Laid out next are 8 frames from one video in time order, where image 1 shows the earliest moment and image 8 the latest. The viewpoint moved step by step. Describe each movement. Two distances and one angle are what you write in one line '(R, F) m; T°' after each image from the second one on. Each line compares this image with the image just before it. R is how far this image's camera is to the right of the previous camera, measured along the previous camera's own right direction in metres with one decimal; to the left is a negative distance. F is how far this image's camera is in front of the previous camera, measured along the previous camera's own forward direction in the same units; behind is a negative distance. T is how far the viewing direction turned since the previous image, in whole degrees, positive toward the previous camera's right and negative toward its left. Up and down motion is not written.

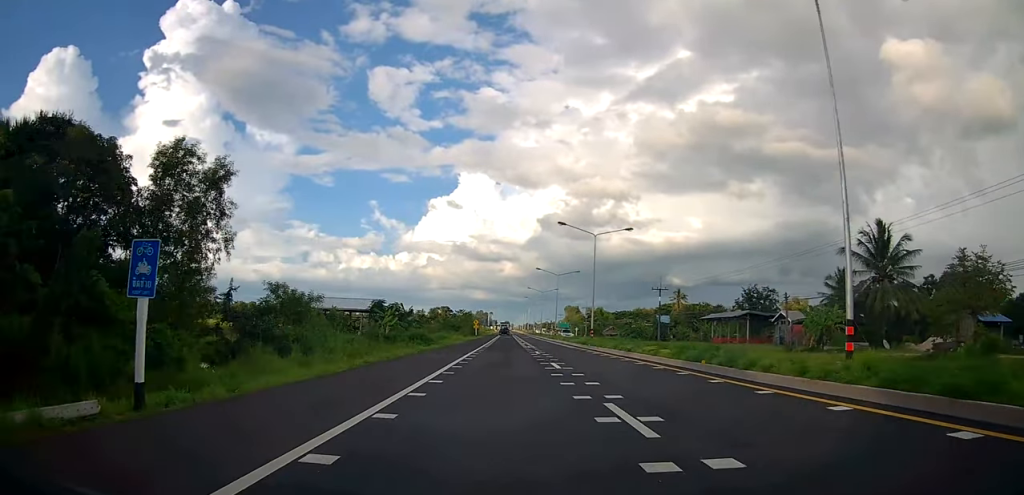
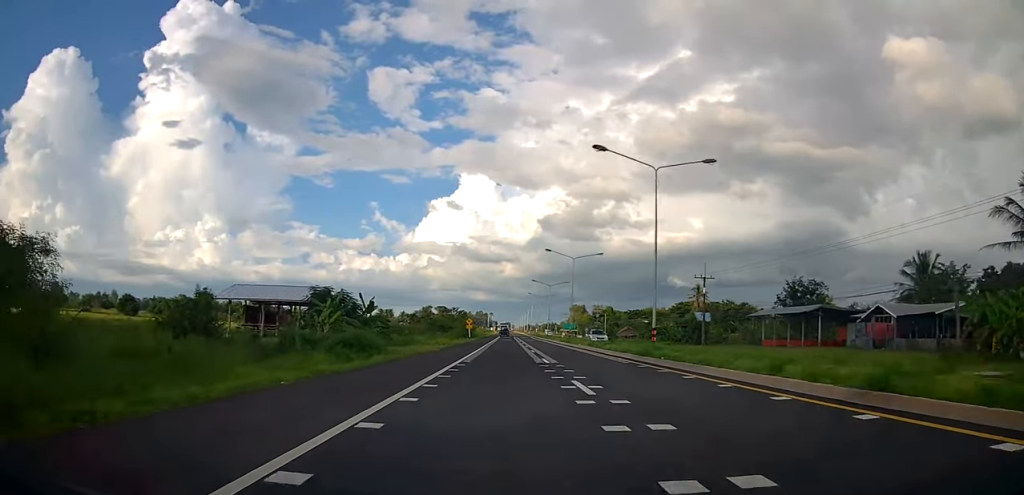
(-0.6, +19.5) m; 0°
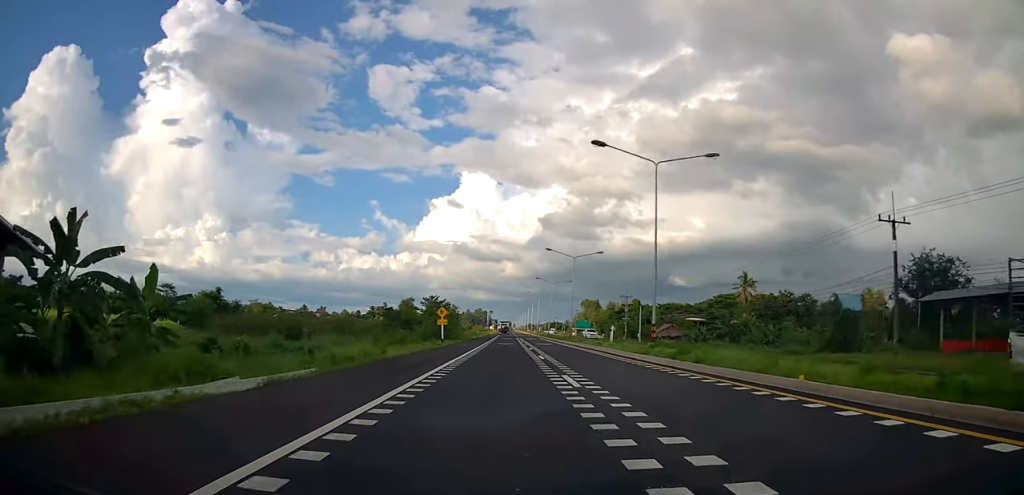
(+0.4, +35.0) m; -1°
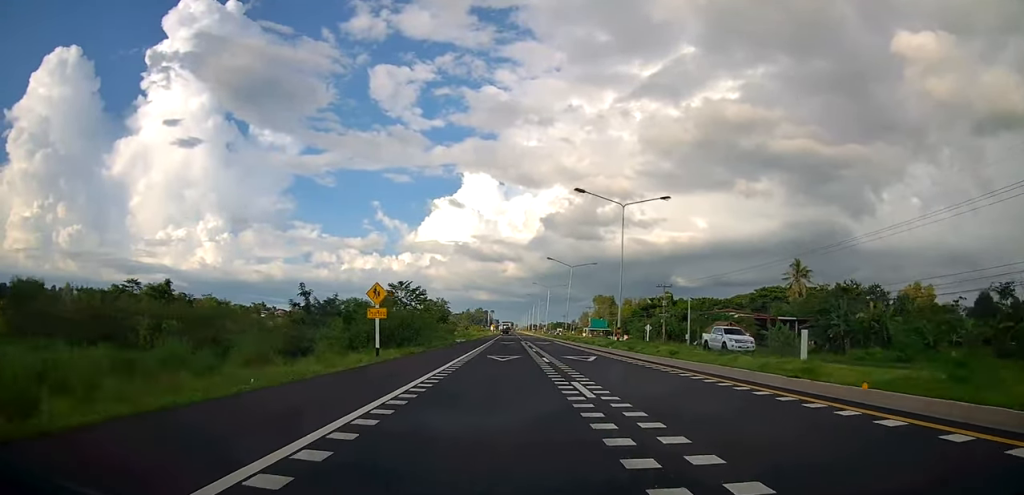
(-0.5, +26.4) m; -1°
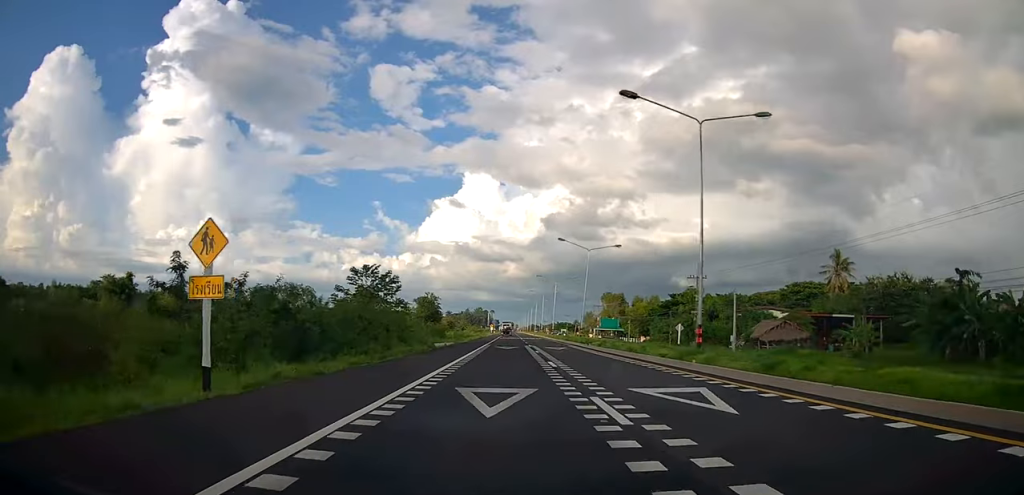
(0.0, +15.0) m; 0°
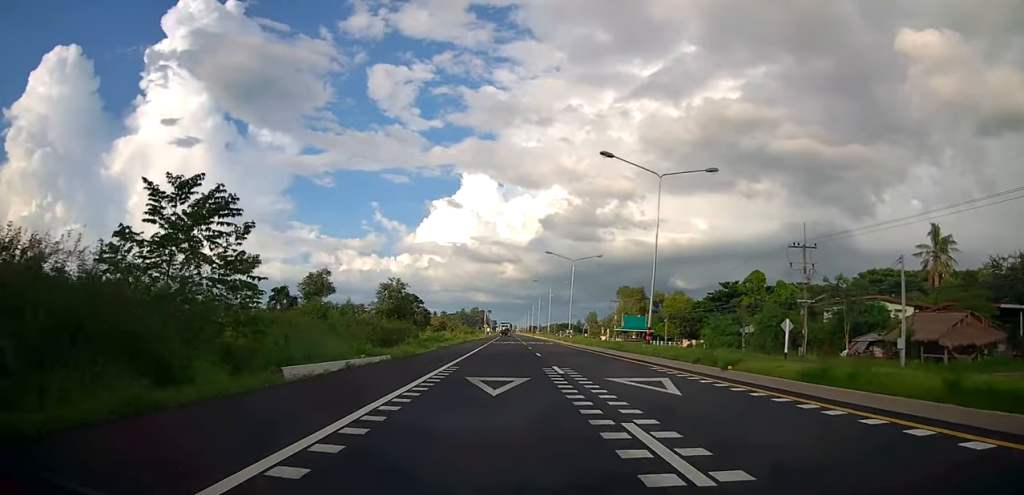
(+0.2, +27.1) m; +2°
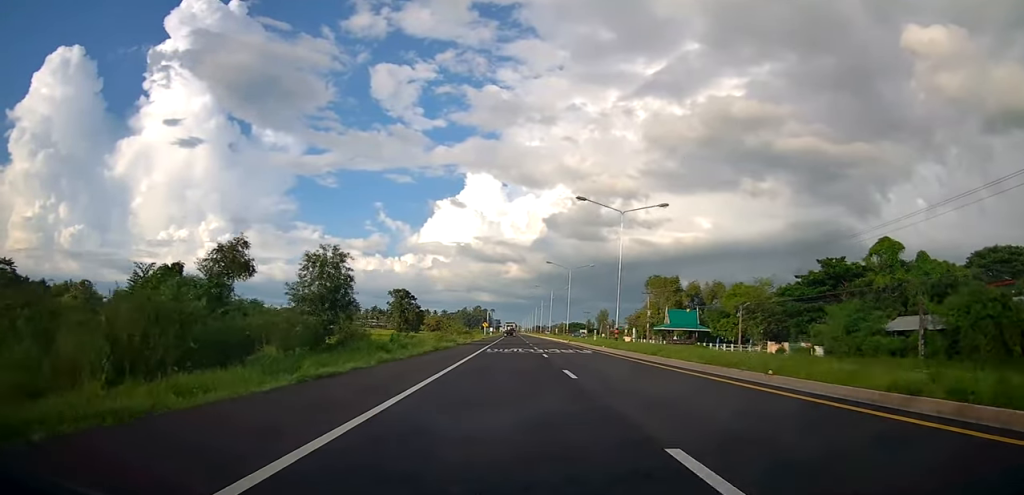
(+0.4, +25.9) m; 0°
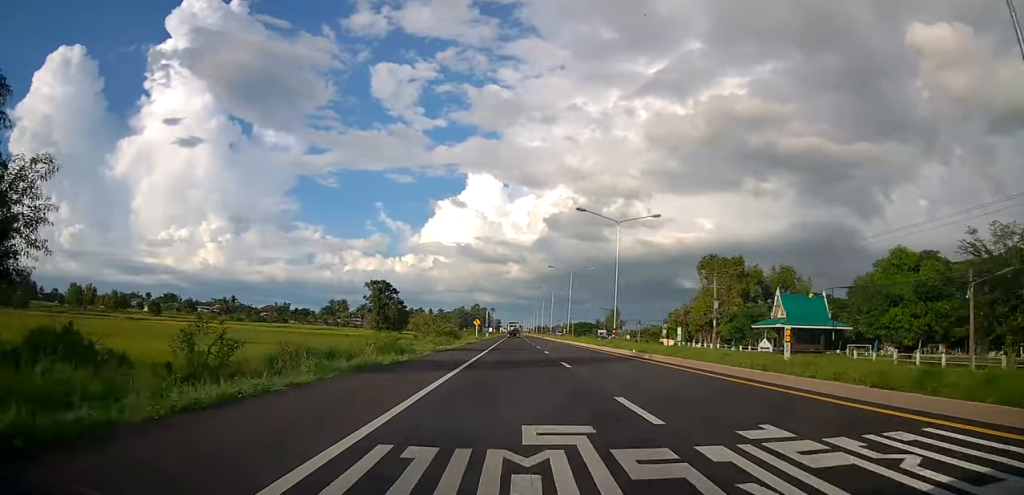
(-0.8, +31.5) m; -1°
